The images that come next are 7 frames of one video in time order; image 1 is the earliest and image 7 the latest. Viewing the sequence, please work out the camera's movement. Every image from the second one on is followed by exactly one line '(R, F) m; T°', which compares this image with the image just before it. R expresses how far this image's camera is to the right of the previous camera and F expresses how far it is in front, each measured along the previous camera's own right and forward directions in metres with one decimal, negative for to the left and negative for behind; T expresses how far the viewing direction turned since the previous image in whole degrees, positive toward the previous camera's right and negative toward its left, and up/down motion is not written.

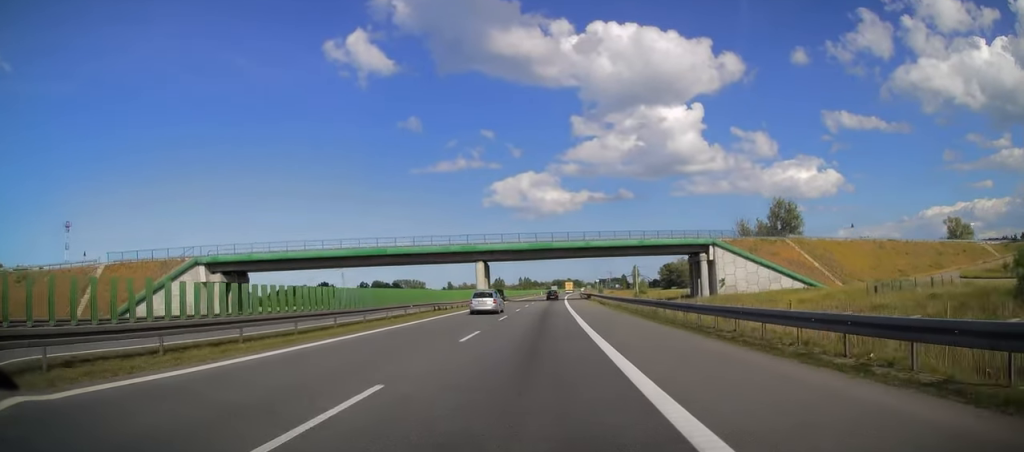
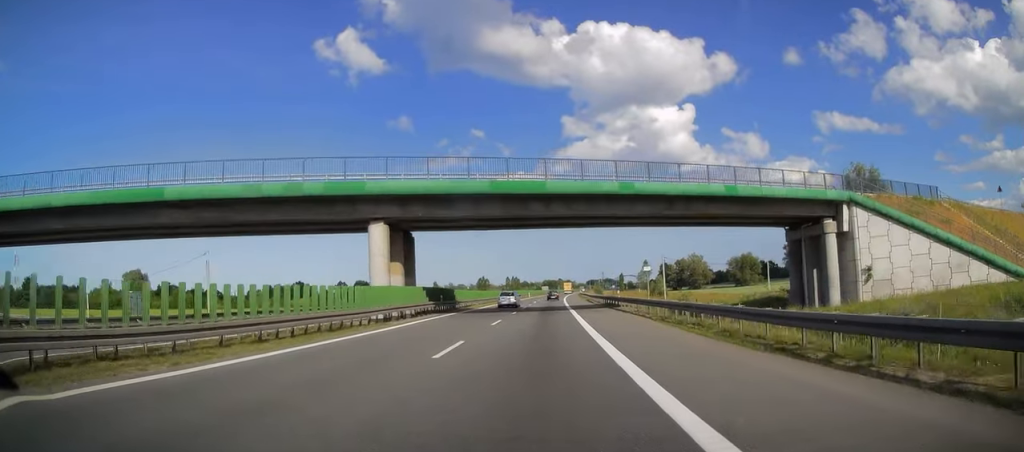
(+0.3, +39.9) m; +2°
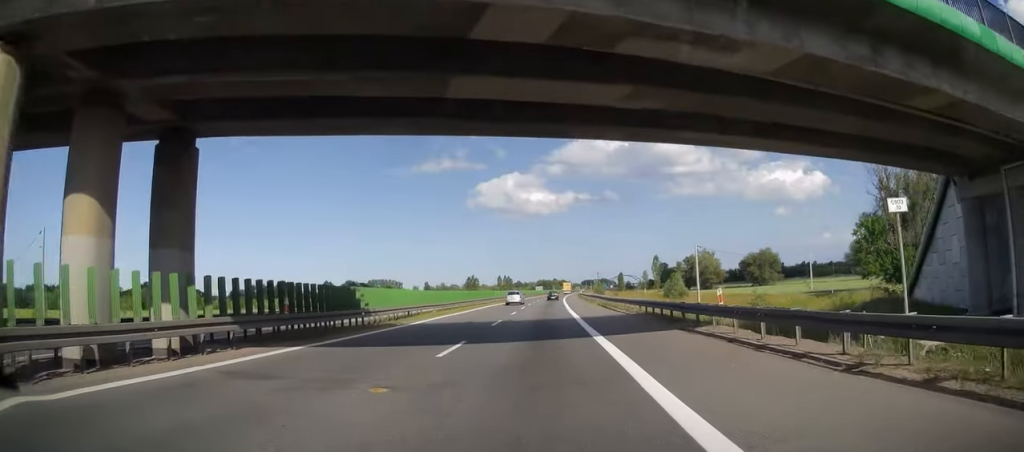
(+0.3, +23.8) m; +1°
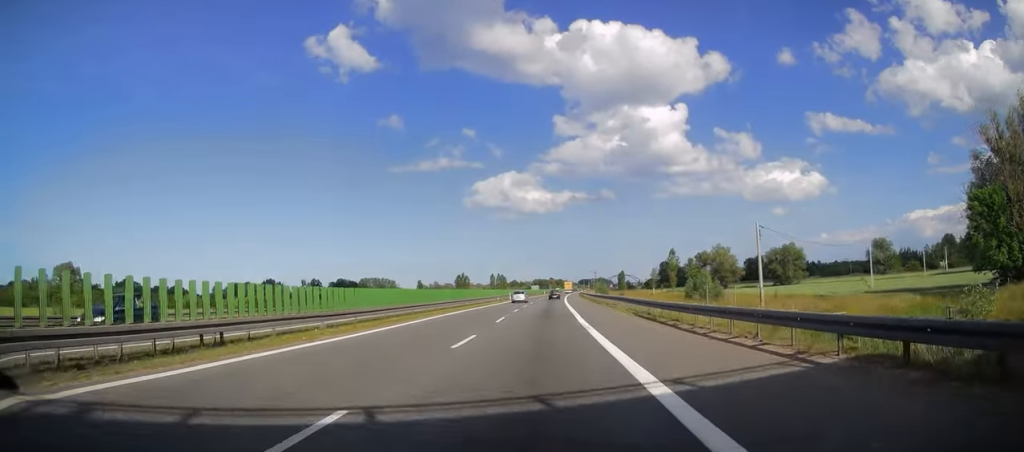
(+0.3, +22.0) m; 0°
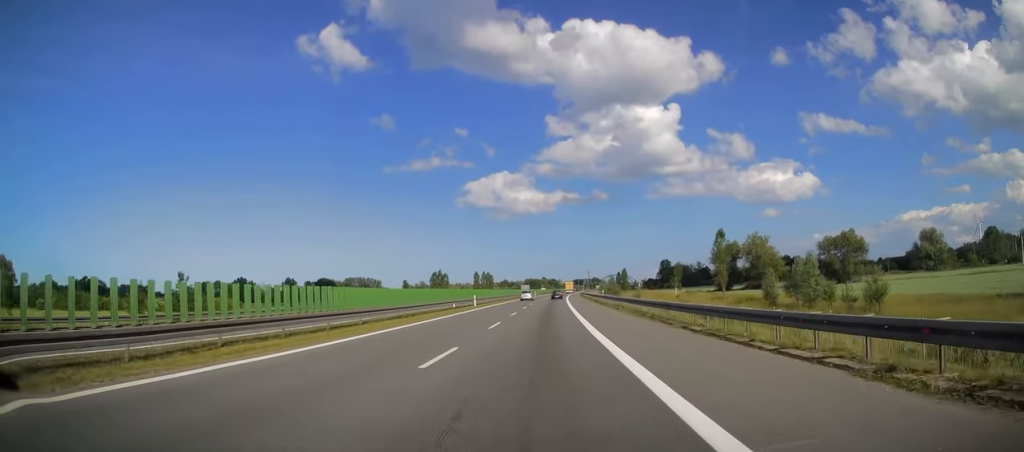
(-0.2, +39.5) m; 0°
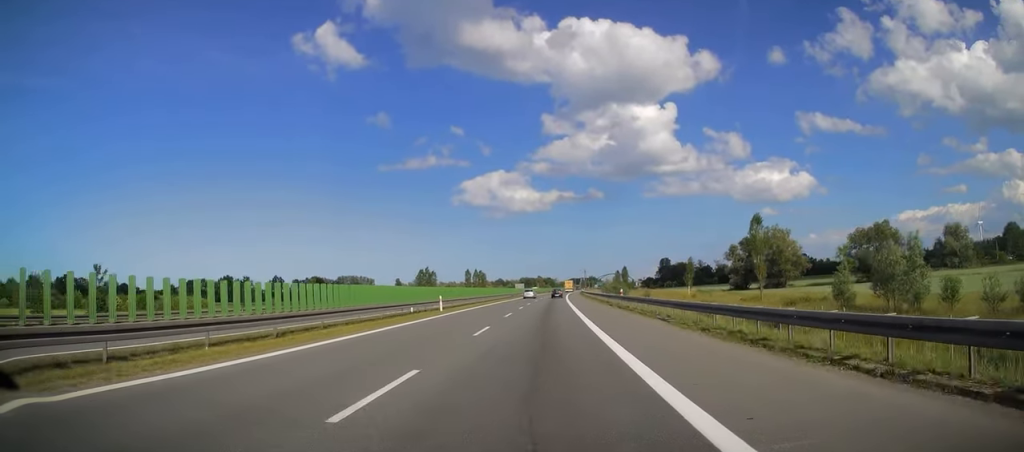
(+0.1, +16.6) m; 0°
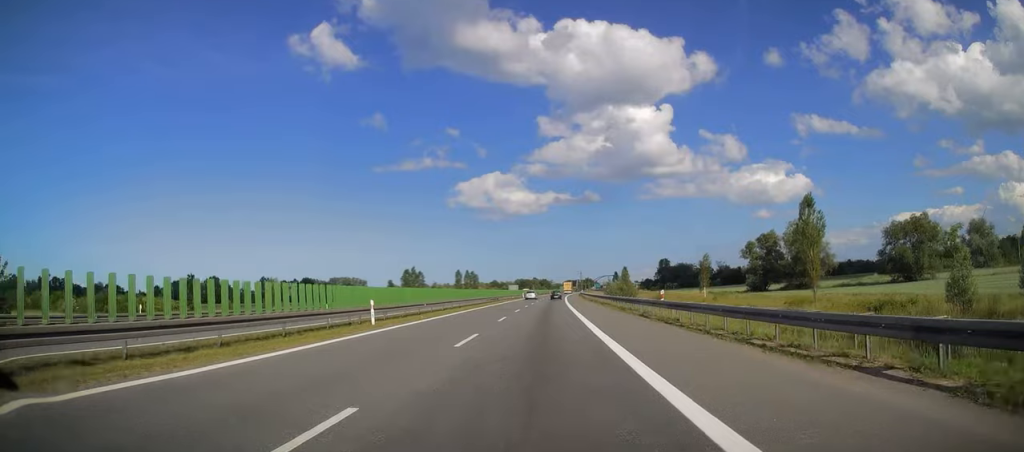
(0.0, +15.3) m; 0°
